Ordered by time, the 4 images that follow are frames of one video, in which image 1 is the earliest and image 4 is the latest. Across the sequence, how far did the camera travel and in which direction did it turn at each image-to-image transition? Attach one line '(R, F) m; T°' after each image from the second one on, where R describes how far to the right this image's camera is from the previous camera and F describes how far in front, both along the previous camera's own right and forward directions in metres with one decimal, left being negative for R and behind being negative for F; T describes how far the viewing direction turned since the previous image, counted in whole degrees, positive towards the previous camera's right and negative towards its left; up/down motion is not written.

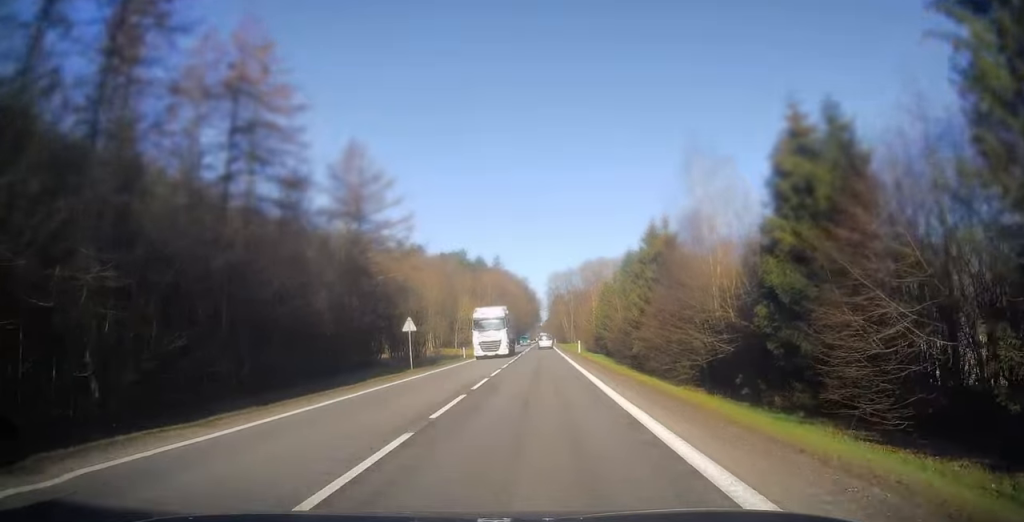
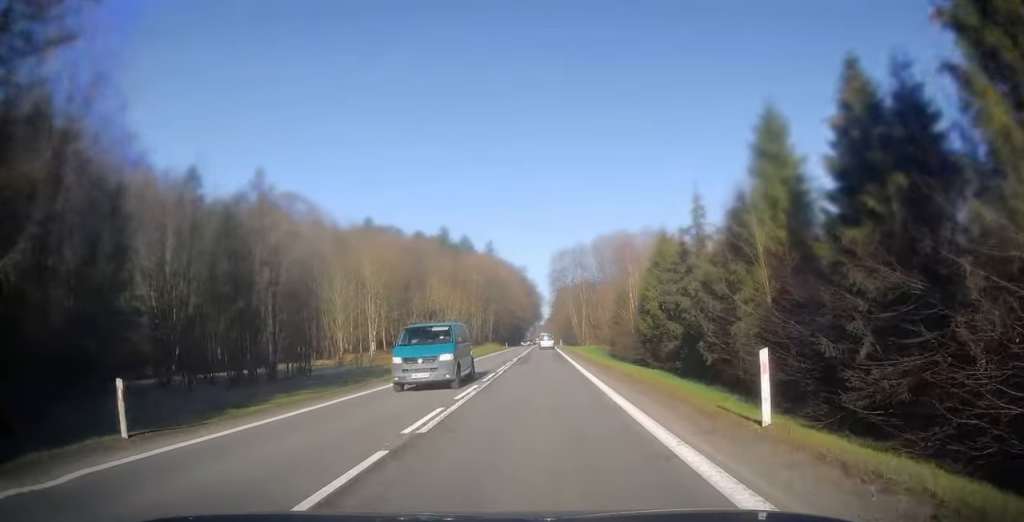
(-0.4, +43.8) m; 0°
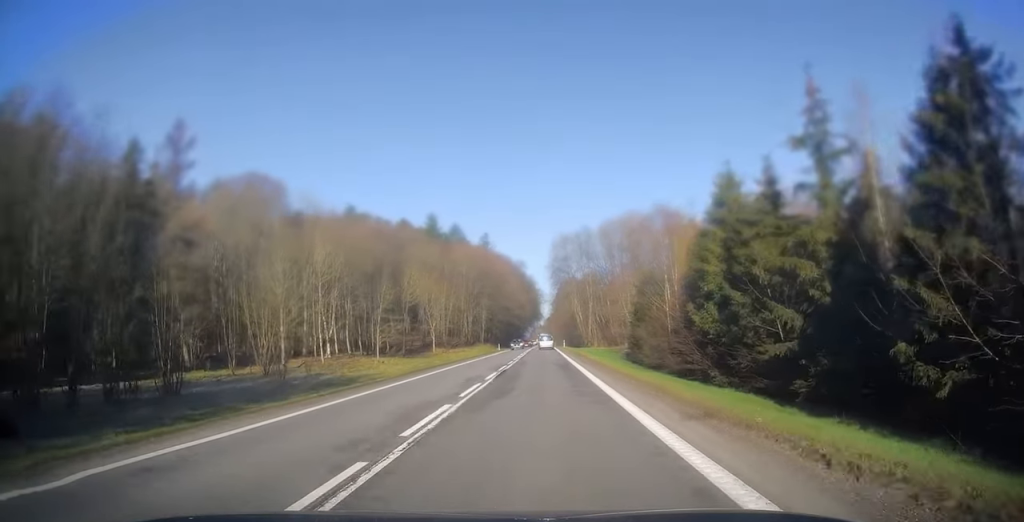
(+0.1, +18.3) m; 0°
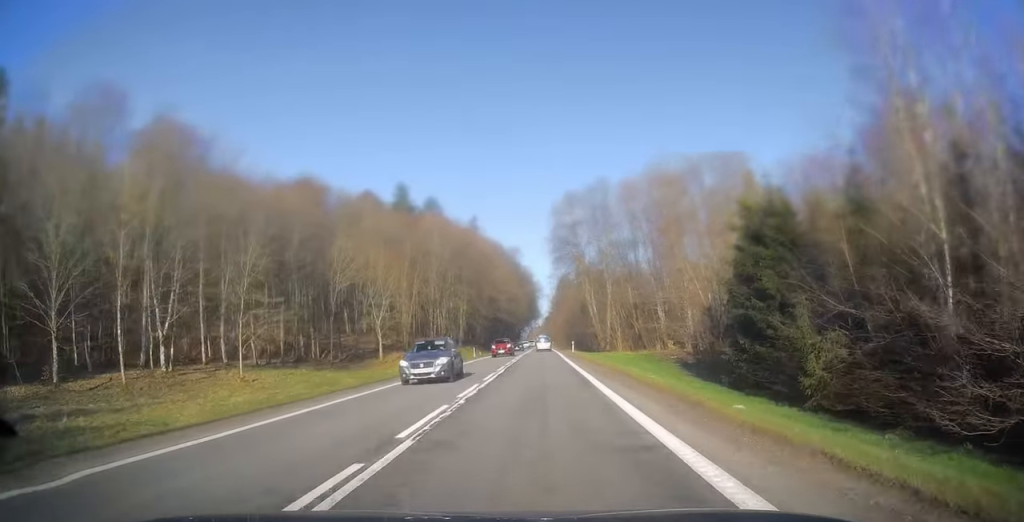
(-0.3, +32.6) m; +1°
